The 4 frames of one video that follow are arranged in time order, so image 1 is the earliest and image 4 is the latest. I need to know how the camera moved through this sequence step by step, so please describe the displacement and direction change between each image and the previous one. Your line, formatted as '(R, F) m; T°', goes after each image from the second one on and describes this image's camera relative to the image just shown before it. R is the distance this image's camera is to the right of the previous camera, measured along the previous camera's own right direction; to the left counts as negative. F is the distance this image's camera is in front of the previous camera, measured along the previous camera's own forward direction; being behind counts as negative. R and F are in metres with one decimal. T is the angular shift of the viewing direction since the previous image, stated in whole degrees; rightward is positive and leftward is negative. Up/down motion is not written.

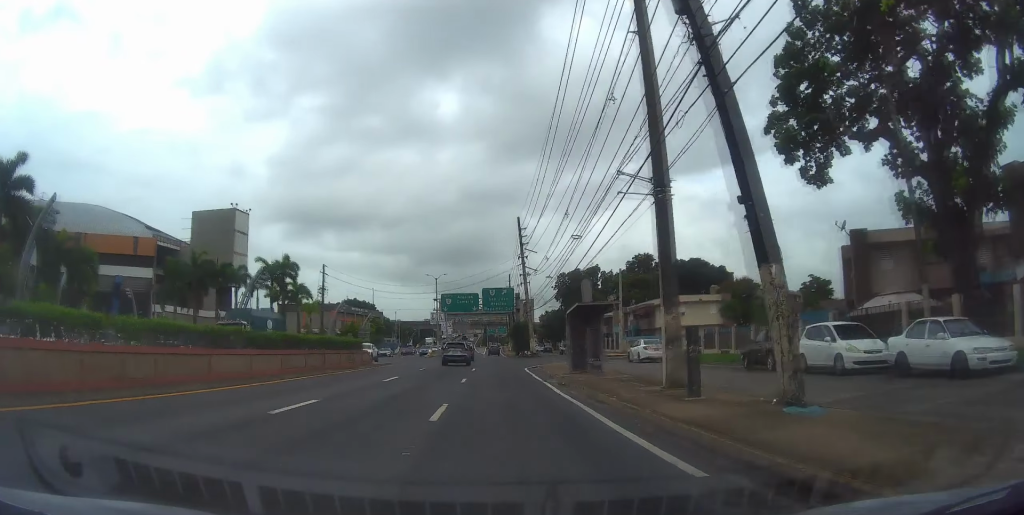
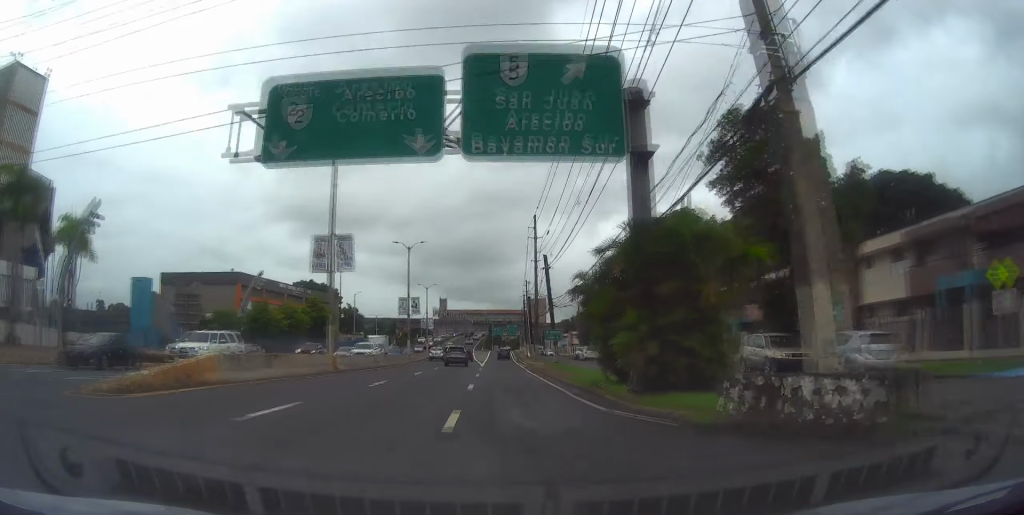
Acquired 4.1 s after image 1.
(-0.3, +70.1) m; 0°
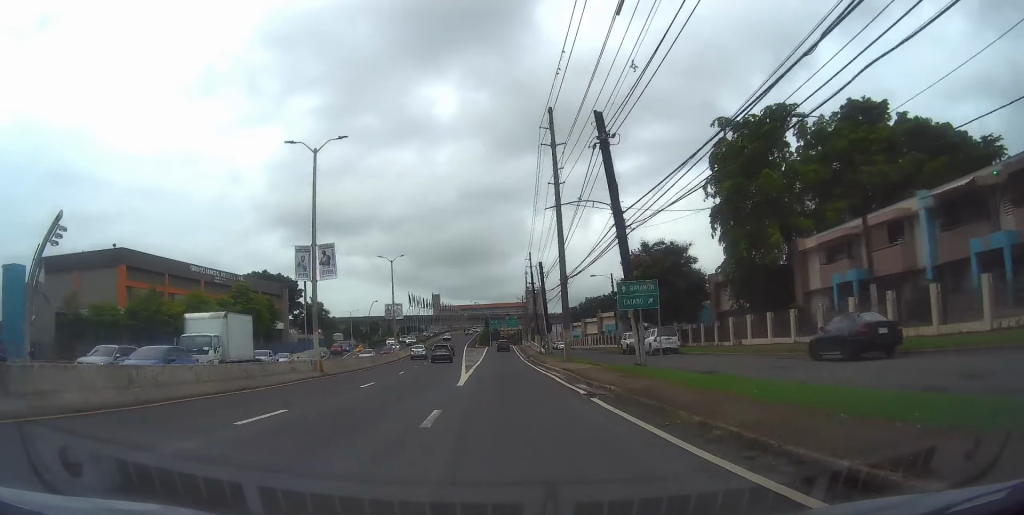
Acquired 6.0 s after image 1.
(0.0, +34.7) m; 0°
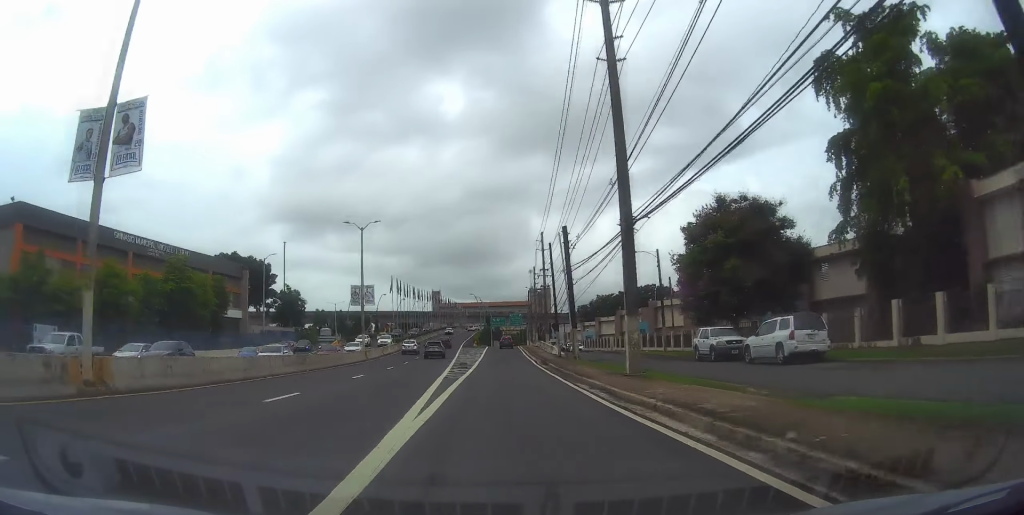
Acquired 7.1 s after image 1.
(+0.1, +20.4) m; 0°
